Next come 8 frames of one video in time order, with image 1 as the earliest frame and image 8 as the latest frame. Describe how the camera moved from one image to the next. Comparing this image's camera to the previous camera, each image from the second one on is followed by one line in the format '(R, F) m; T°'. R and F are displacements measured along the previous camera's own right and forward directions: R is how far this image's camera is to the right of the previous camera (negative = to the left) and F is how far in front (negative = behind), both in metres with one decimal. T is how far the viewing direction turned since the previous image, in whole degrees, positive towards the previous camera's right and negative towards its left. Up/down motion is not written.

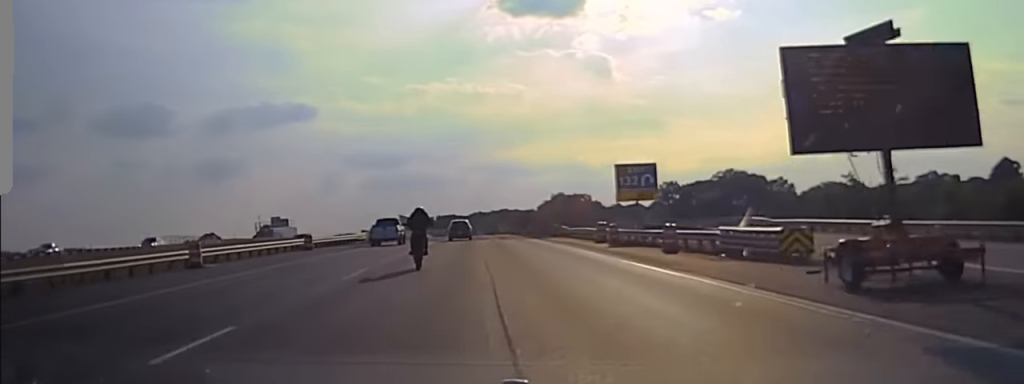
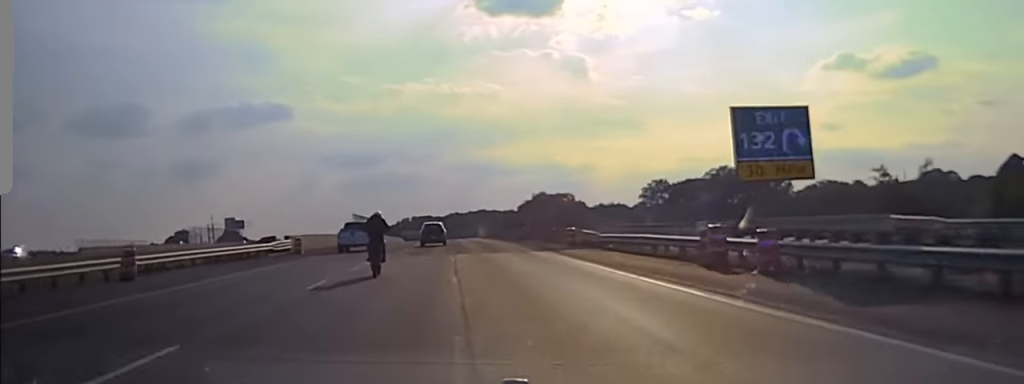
(0.0, +26.7) m; 0°
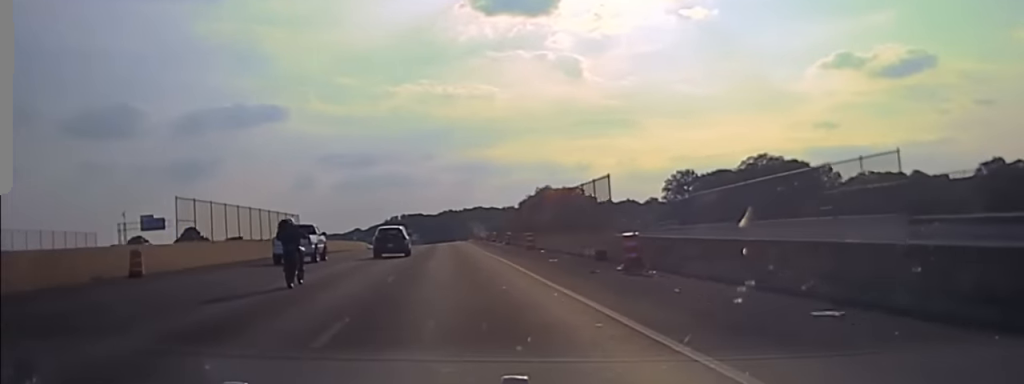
(0.0, +57.1) m; 0°
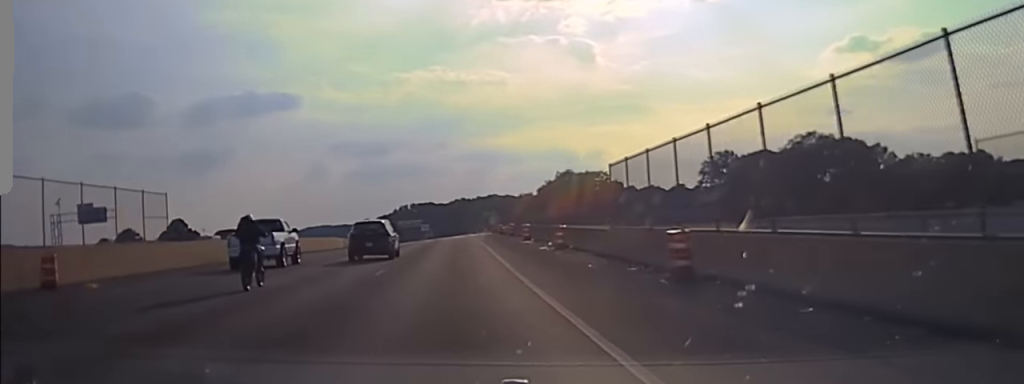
(0.0, +35.6) m; 0°
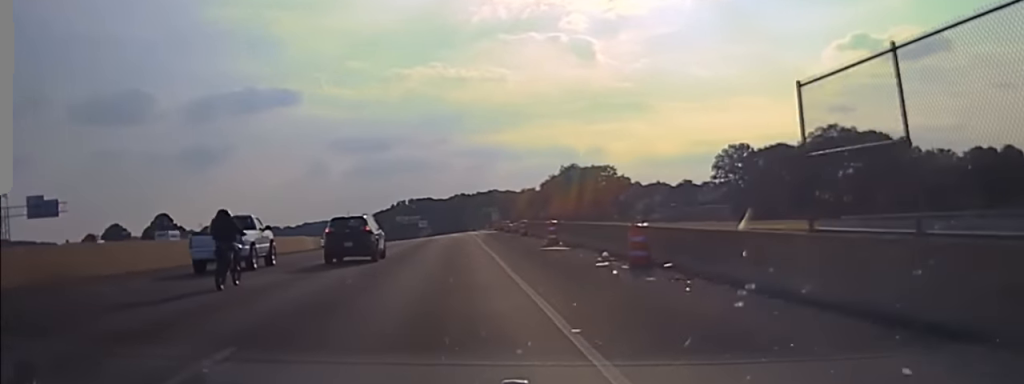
(0.0, +17.9) m; 0°
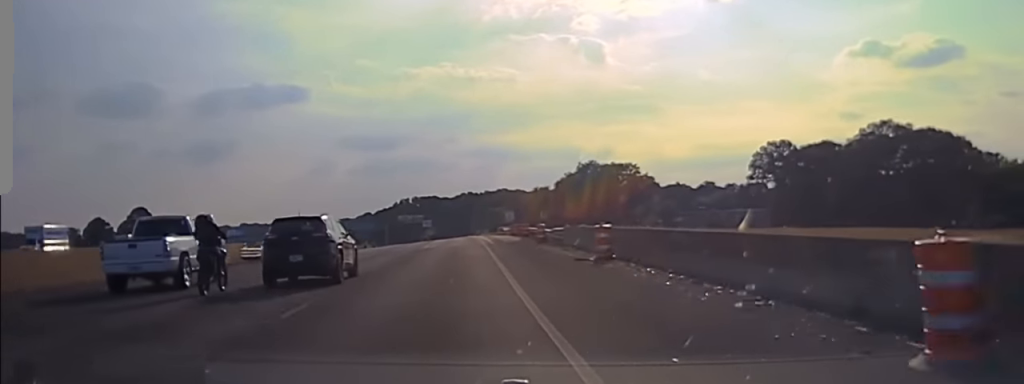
(0.0, +33.1) m; 0°
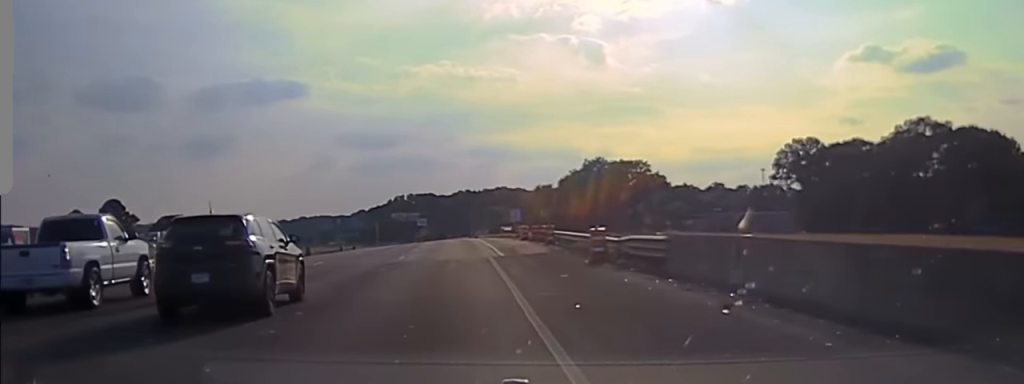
(0.0, +21.6) m; 0°
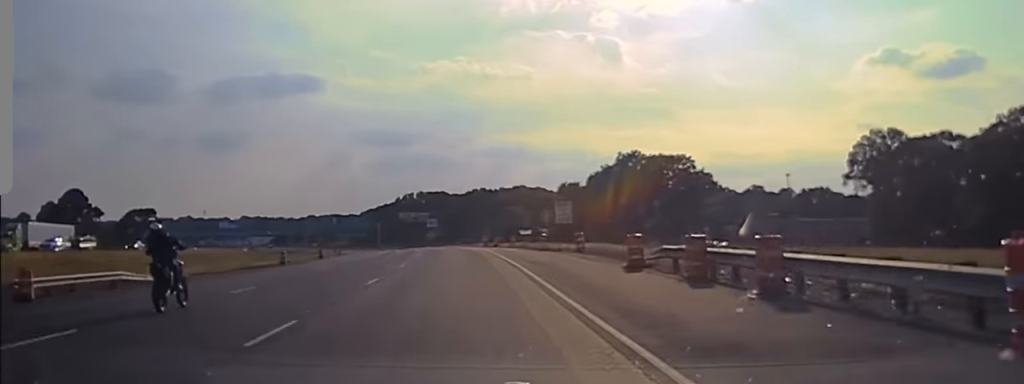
(-0.1, +39.9) m; -1°
